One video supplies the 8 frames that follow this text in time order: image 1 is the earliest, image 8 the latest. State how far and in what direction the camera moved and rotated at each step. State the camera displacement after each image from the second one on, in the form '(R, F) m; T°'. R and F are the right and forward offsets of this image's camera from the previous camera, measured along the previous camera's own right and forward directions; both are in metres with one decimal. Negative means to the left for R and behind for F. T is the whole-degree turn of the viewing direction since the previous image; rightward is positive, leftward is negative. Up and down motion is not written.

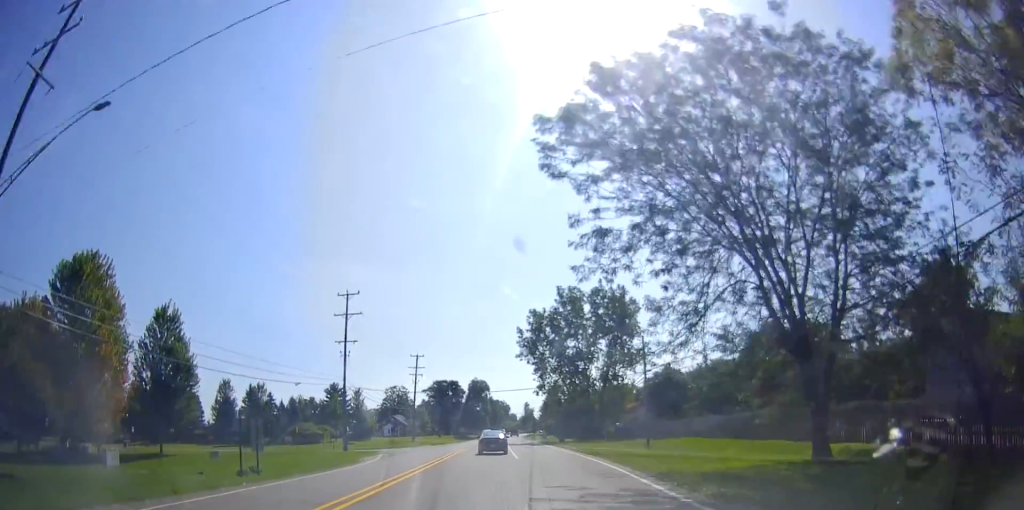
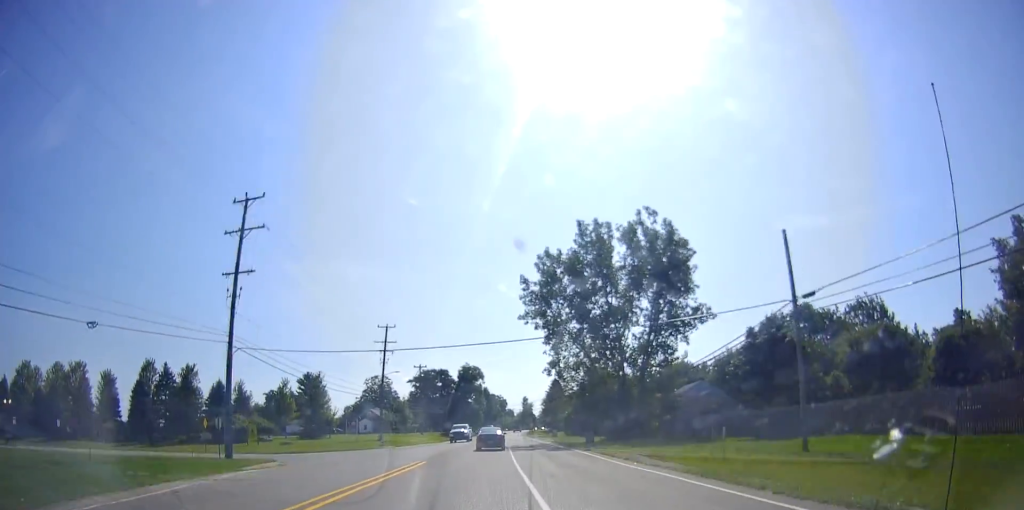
(+0.7, +25.4) m; +3°
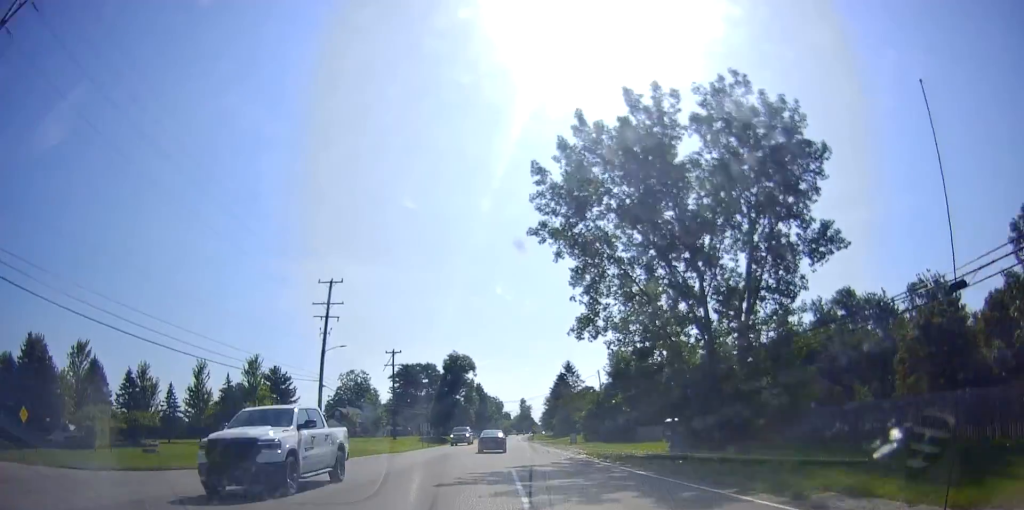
(-0.4, +25.5) m; -1°
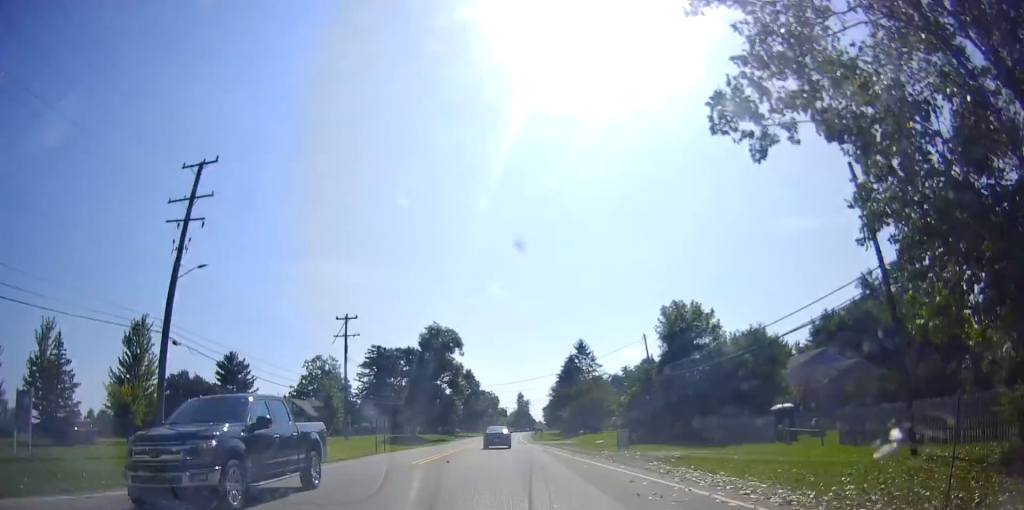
(-0.1, +26.2) m; 0°
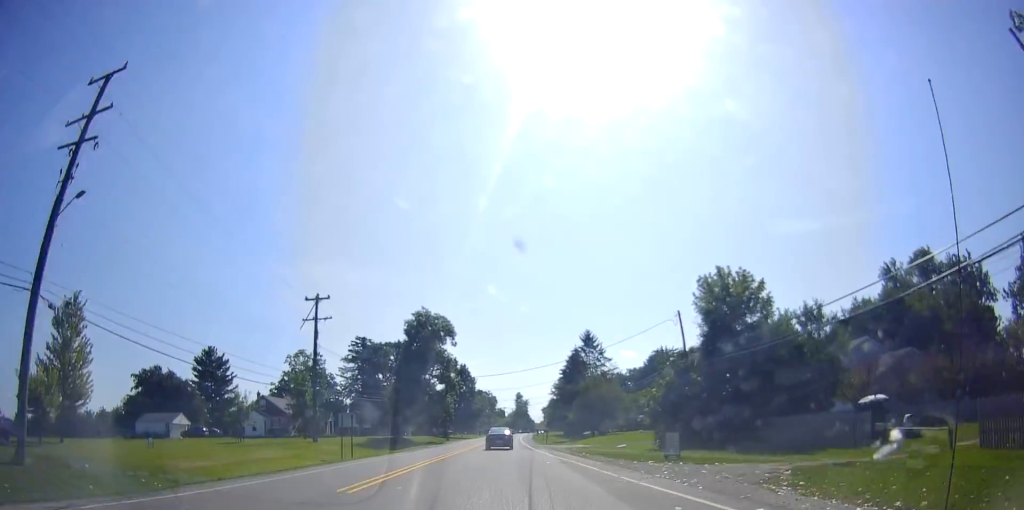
(-0.4, +10.3) m; +1°
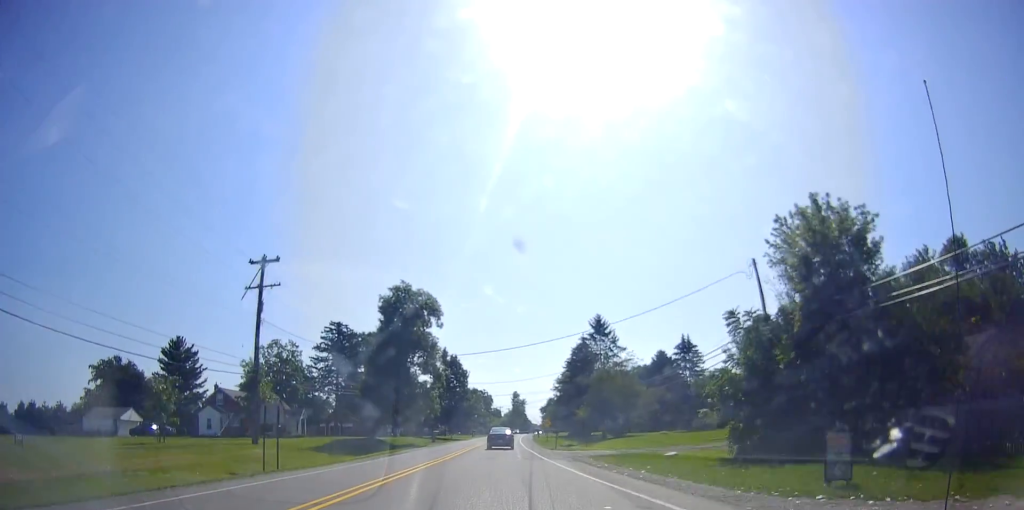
(+0.8, +13.0) m; +2°
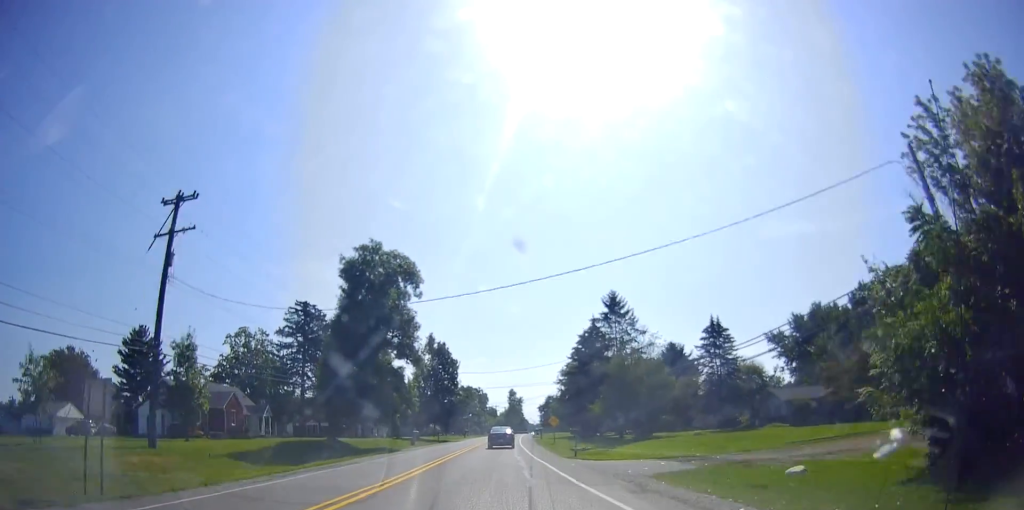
(+0.1, +13.1) m; 0°
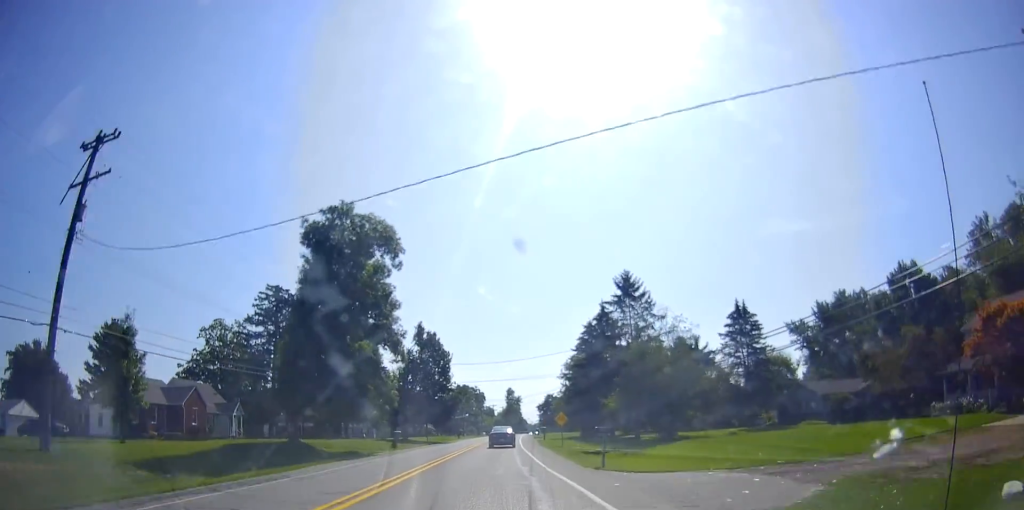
(-0.1, +8.6) m; -1°
